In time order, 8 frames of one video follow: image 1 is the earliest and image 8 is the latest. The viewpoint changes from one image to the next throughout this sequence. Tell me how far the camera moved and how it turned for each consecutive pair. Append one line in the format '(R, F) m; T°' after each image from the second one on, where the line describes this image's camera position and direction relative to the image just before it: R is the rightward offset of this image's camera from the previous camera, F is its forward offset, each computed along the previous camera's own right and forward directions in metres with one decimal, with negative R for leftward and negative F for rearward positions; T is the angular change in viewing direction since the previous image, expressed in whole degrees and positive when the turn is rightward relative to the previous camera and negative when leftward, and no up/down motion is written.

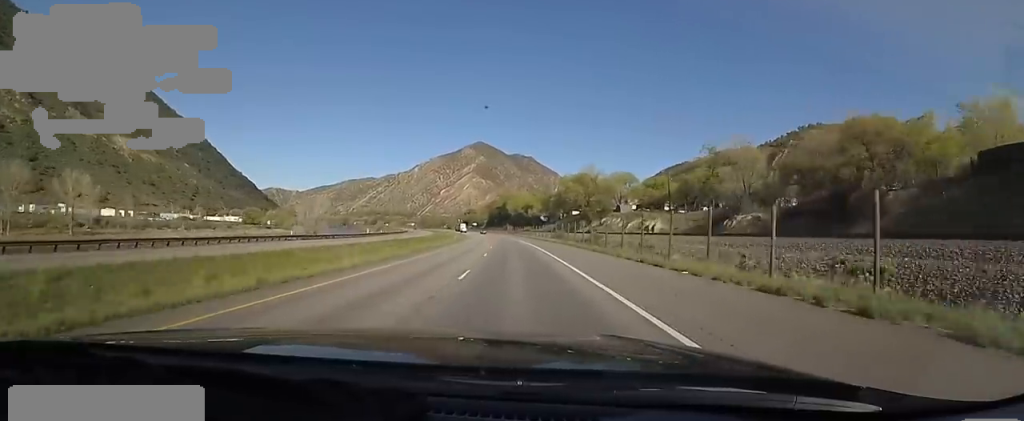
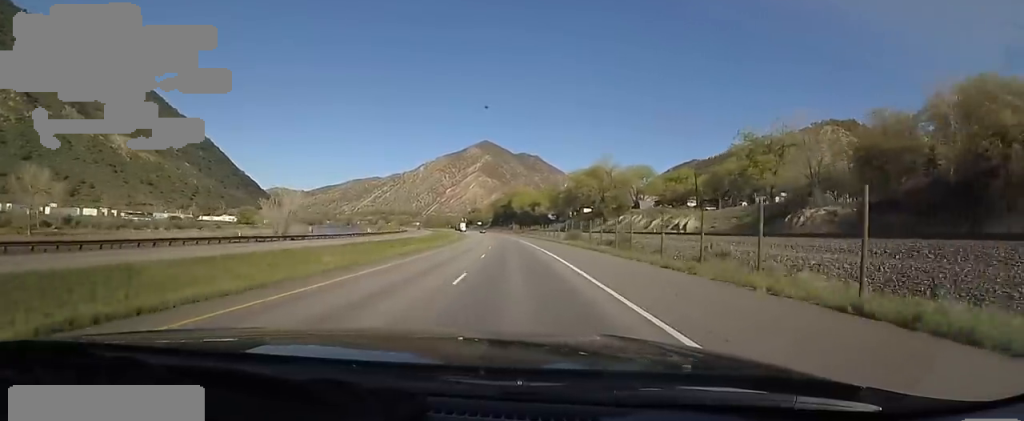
(-0.5, +13.4) m; -1°
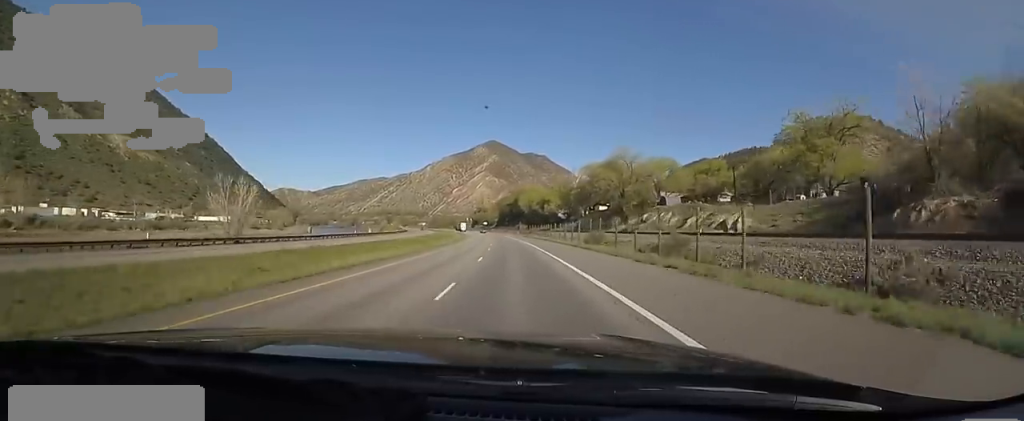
(-0.5, +14.5) m; -2°
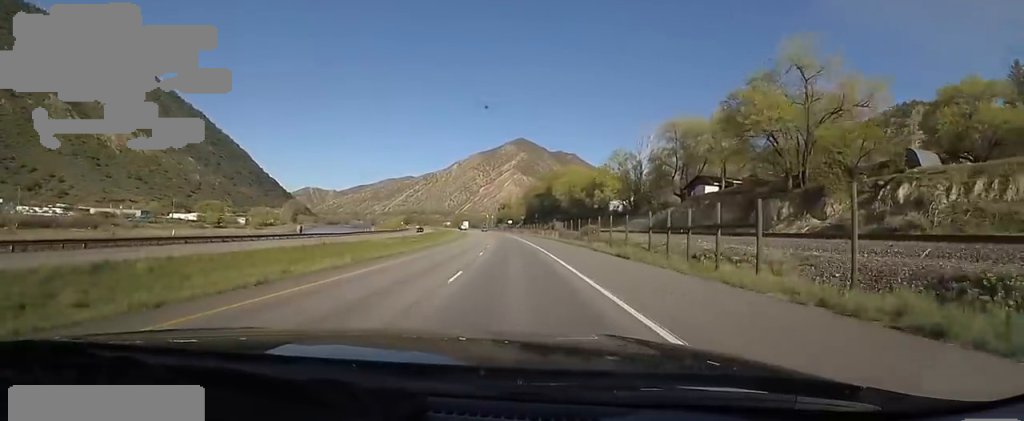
(-0.3, +57.5) m; -2°
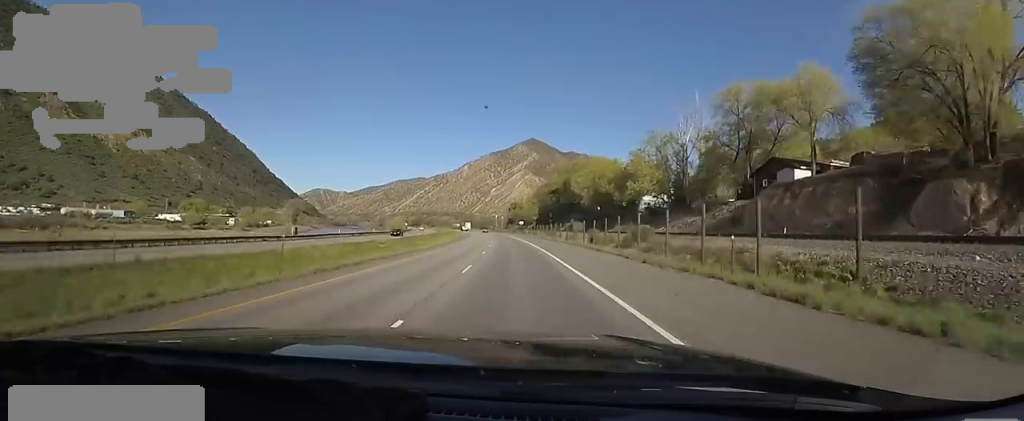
(-0.4, +20.5) m; -2°
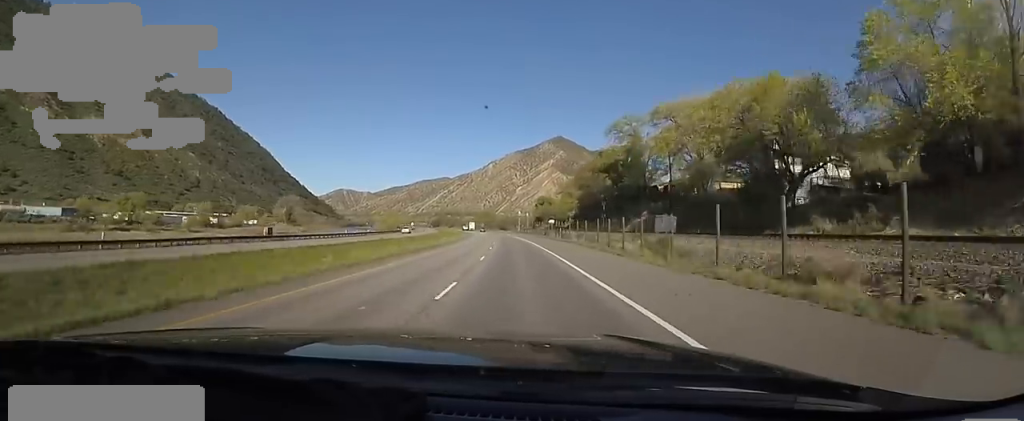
(-2.0, +54.2) m; -3°
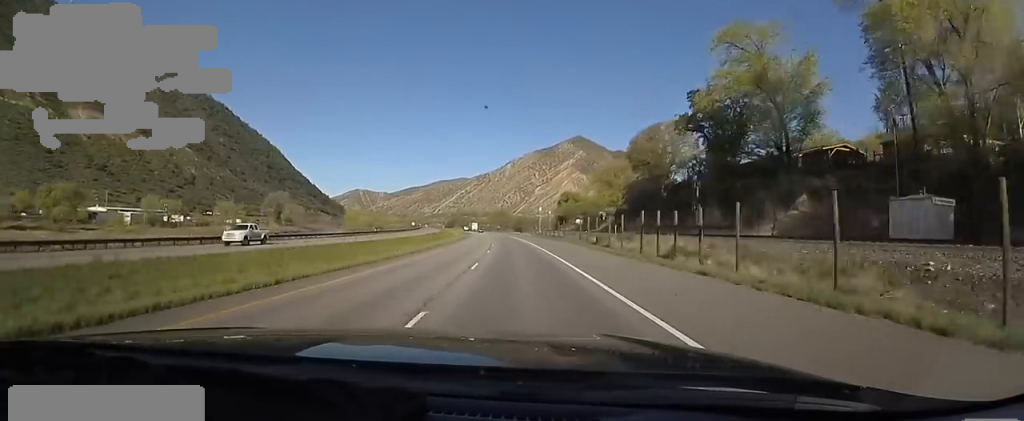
(-1.1, +41.1) m; -4°
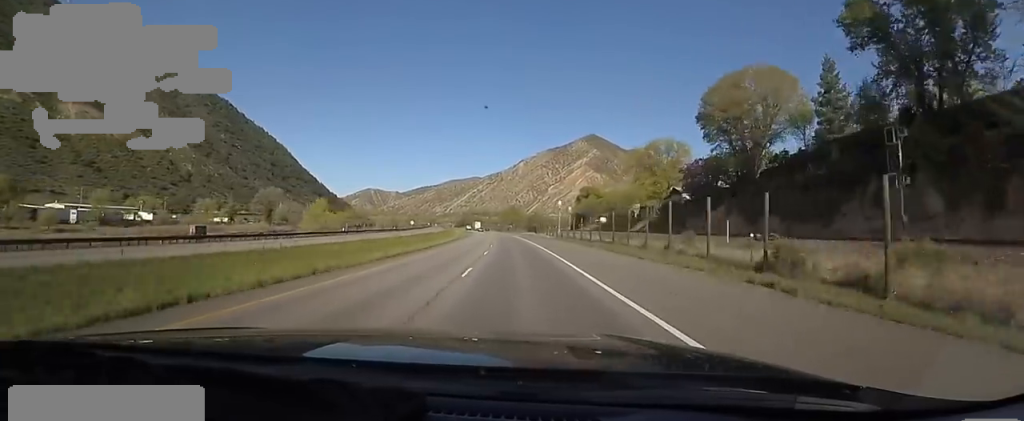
(-0.7, +27.2) m; -2°
